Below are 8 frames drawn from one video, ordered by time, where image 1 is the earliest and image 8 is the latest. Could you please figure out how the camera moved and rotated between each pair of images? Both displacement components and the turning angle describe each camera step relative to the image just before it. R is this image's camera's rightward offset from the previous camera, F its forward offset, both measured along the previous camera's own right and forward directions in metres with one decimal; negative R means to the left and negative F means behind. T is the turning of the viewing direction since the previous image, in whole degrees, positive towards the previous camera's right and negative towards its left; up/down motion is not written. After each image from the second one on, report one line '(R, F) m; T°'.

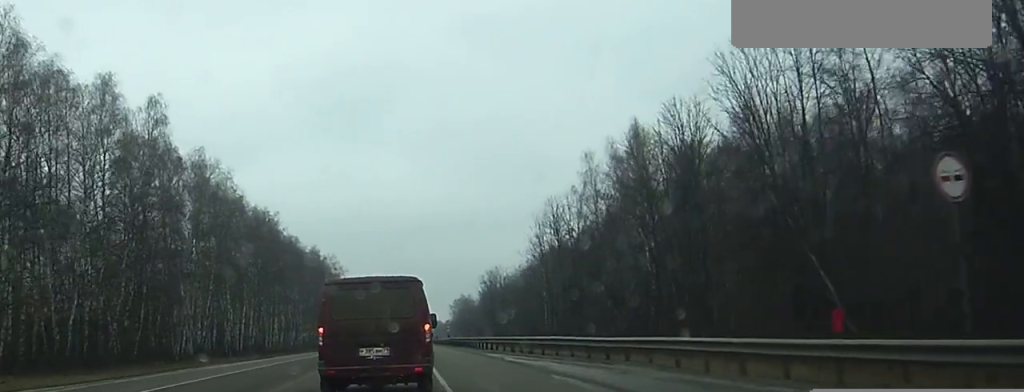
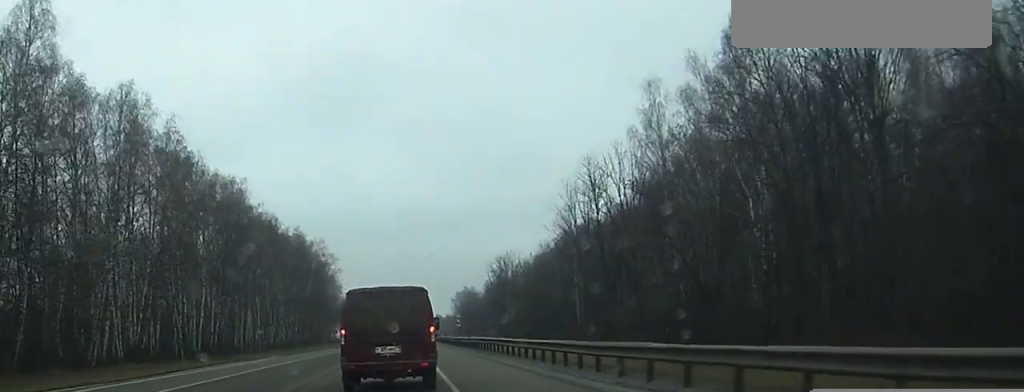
(+0.2, +30.9) m; +1°
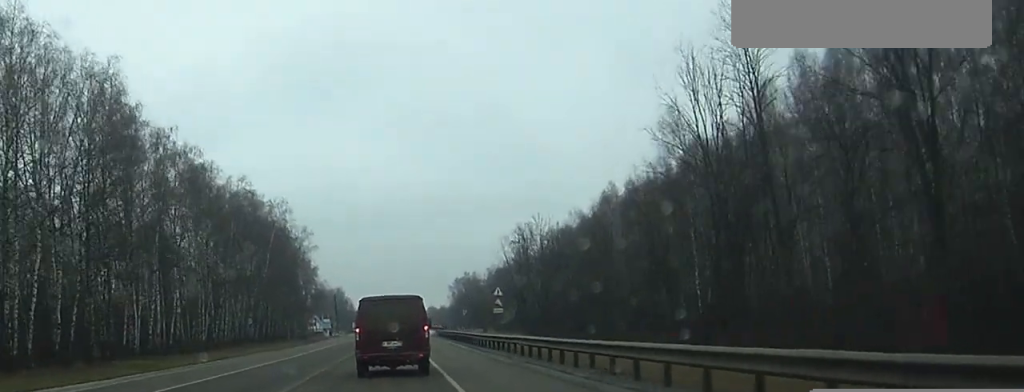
(+0.4, +55.8) m; +1°
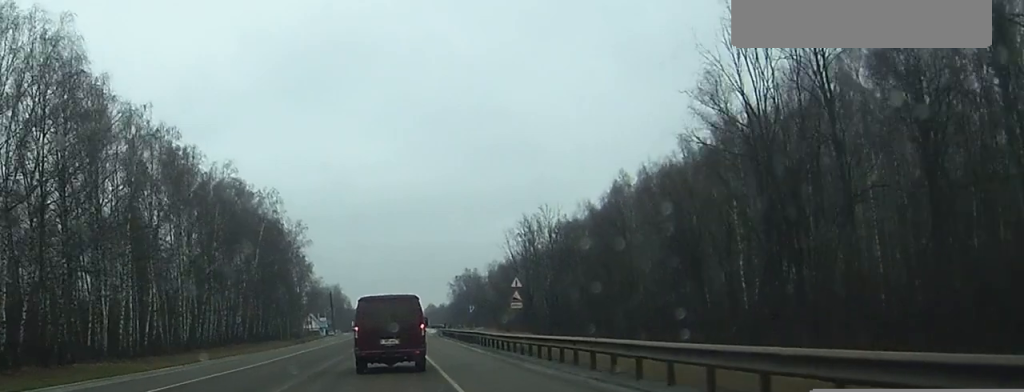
(0.0, +10.1) m; 0°
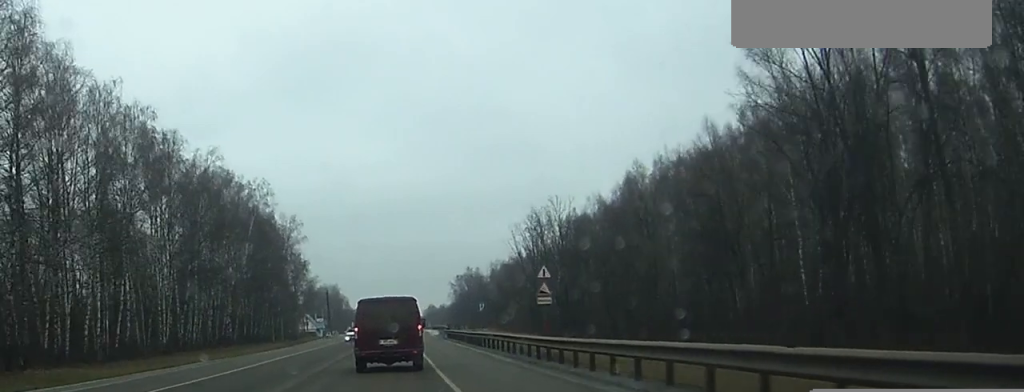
(0.0, +10.1) m; 0°
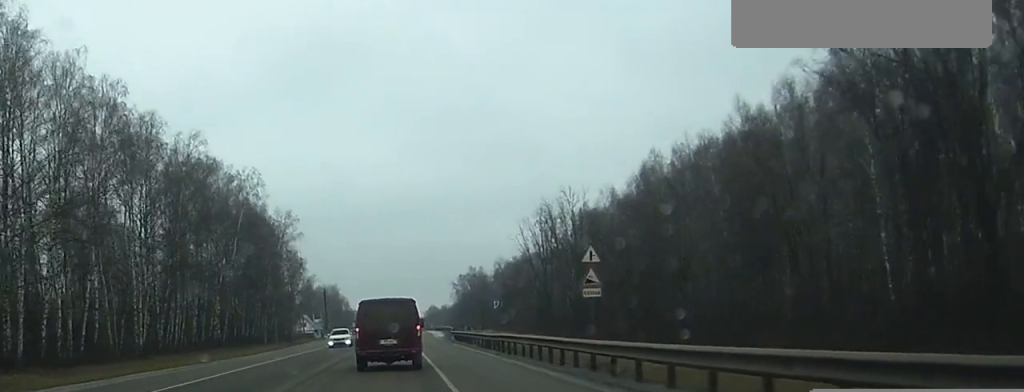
(0.0, +10.2) m; 0°
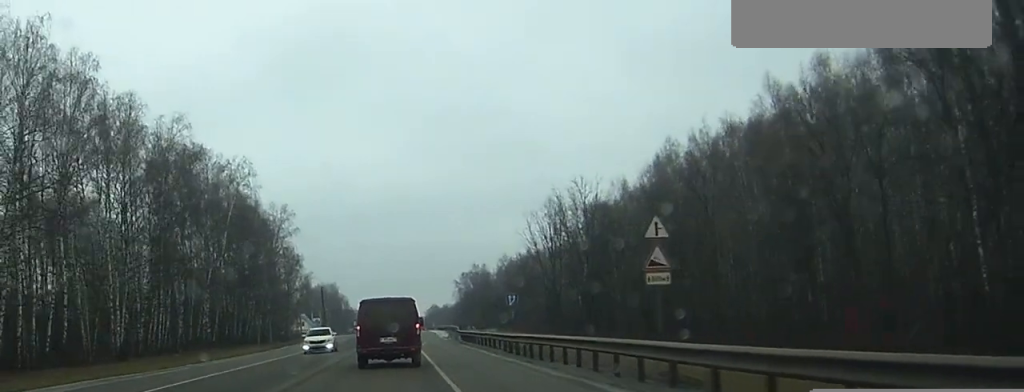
(0.0, +8.2) m; 0°
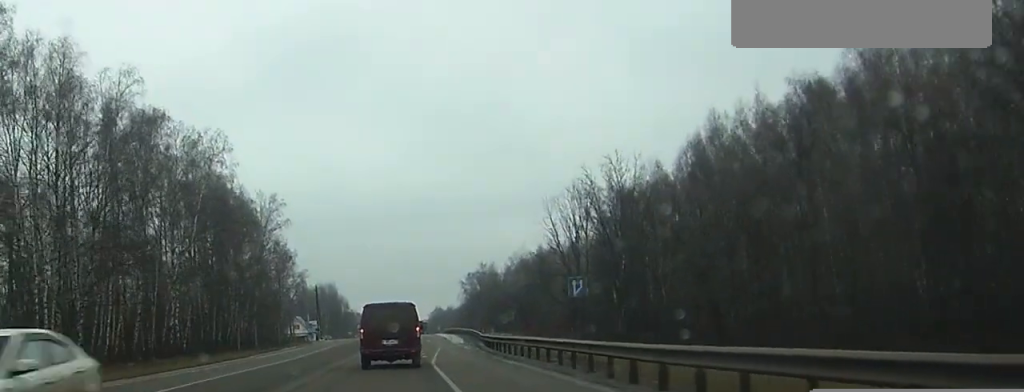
(0.0, +19.2) m; 0°
